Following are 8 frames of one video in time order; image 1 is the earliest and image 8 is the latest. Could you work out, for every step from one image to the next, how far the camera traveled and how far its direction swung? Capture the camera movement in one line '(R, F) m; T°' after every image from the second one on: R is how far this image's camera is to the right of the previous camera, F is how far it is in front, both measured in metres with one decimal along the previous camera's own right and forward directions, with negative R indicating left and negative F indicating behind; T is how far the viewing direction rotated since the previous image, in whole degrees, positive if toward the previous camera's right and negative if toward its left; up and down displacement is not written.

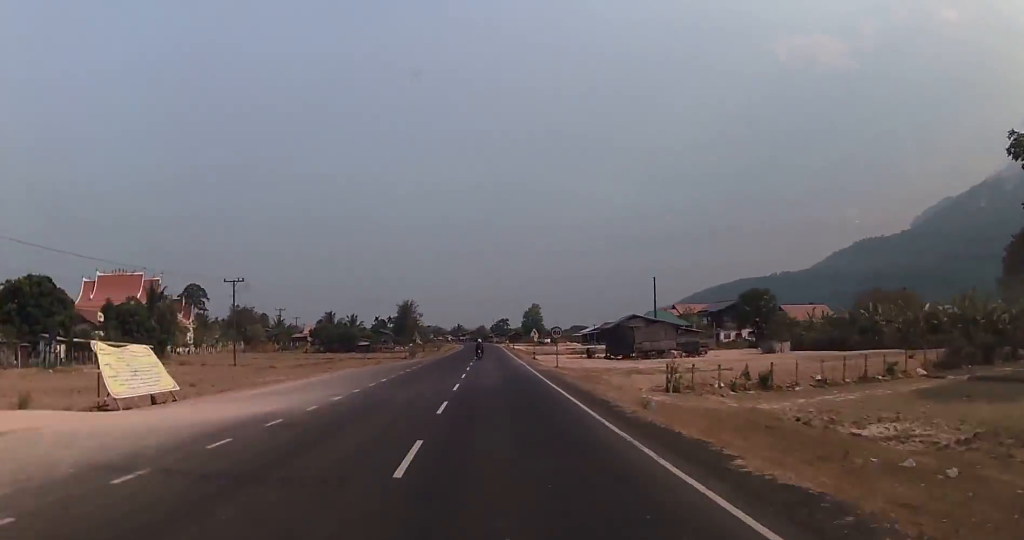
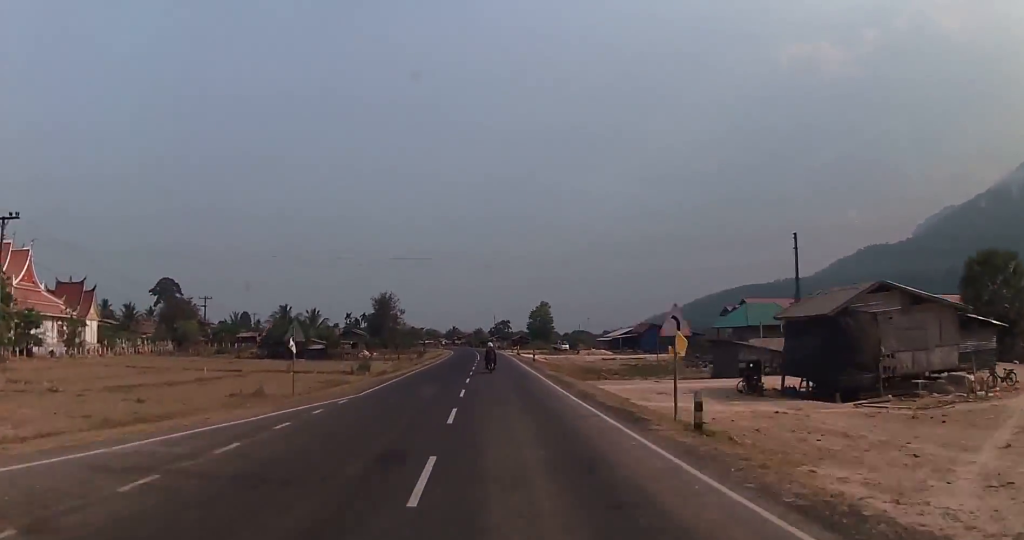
(-0.2, +44.4) m; 0°
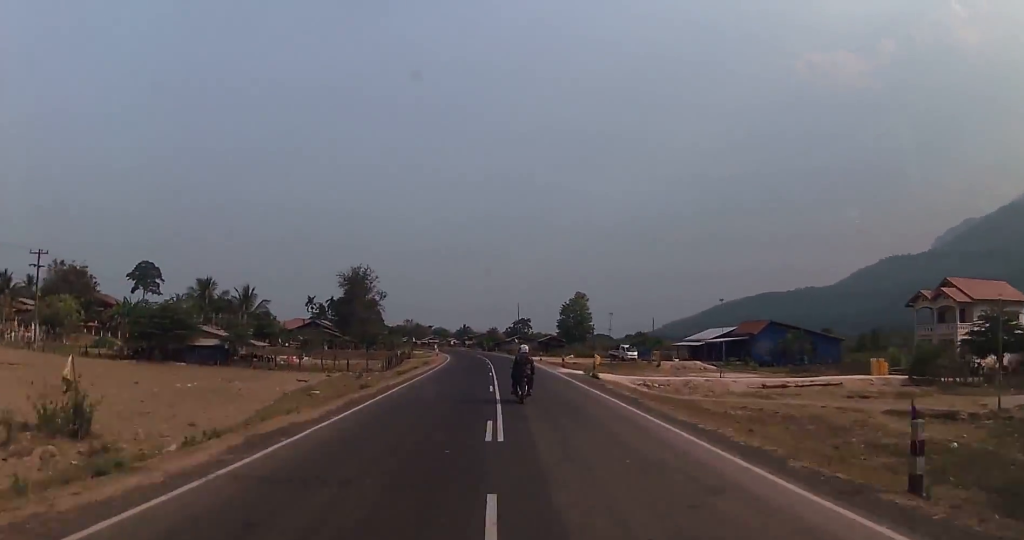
(-0.2, +55.2) m; -1°
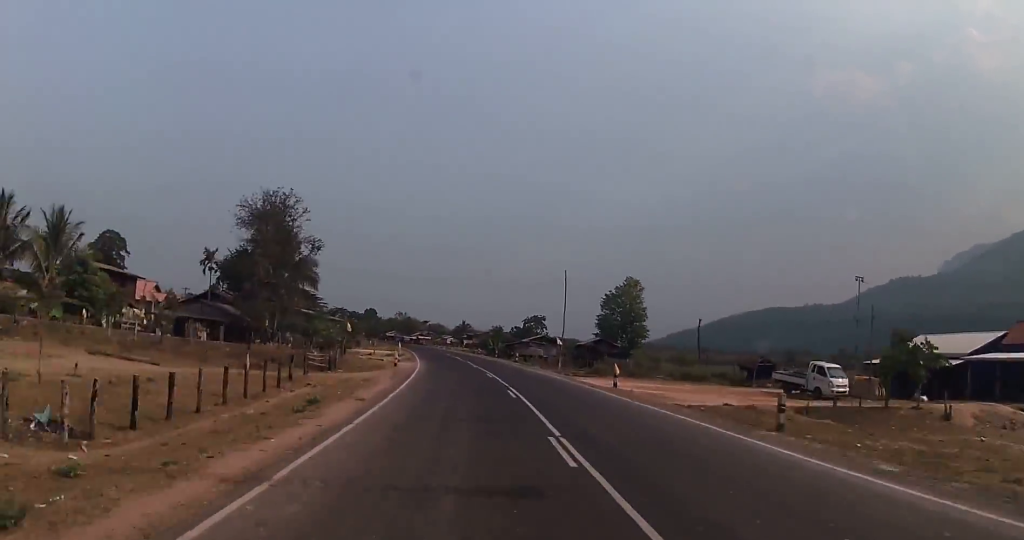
(+0.5, +53.0) m; -2°
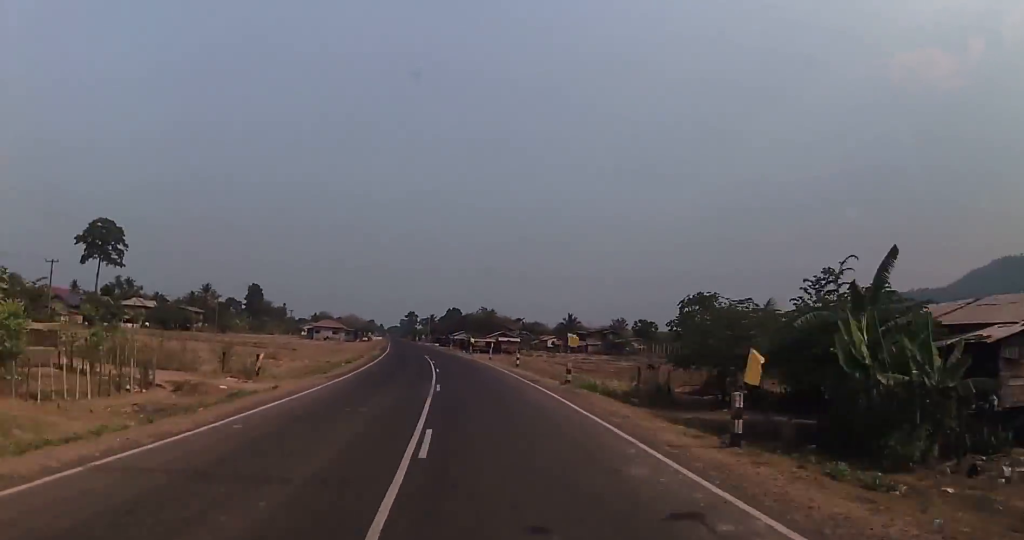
(-4.7, +92.5) m; -7°
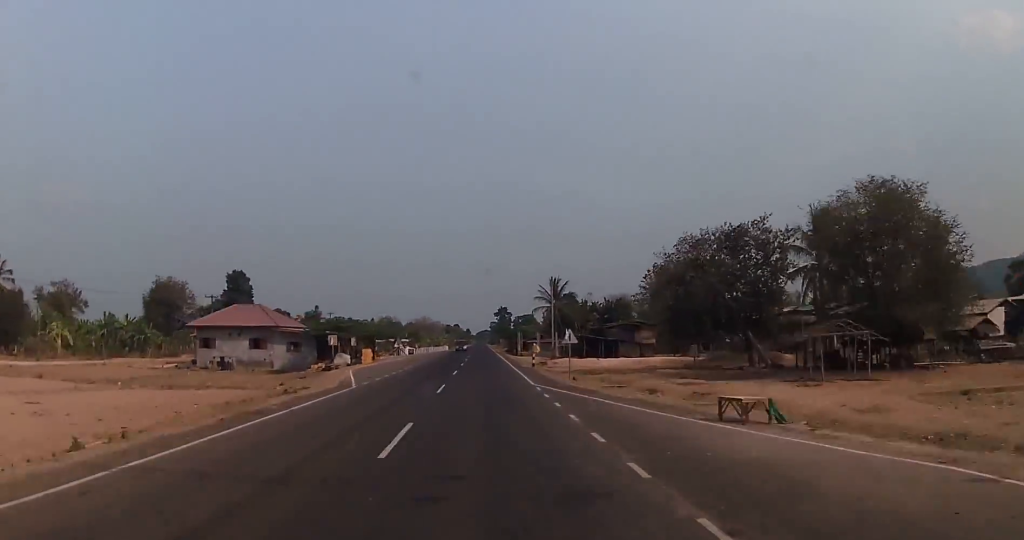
(-13.3, +156.7) m; -6°
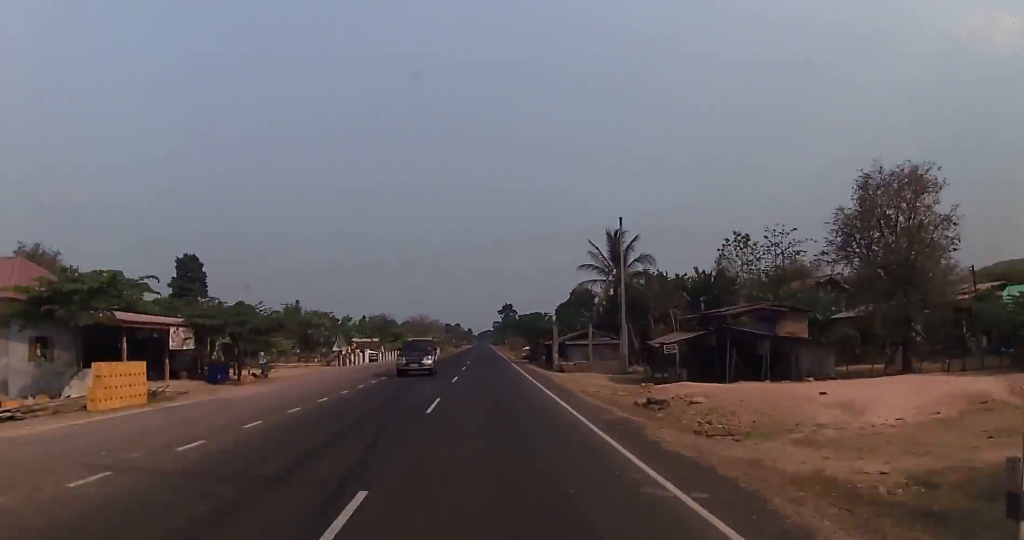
(-0.2, +42.5) m; 0°
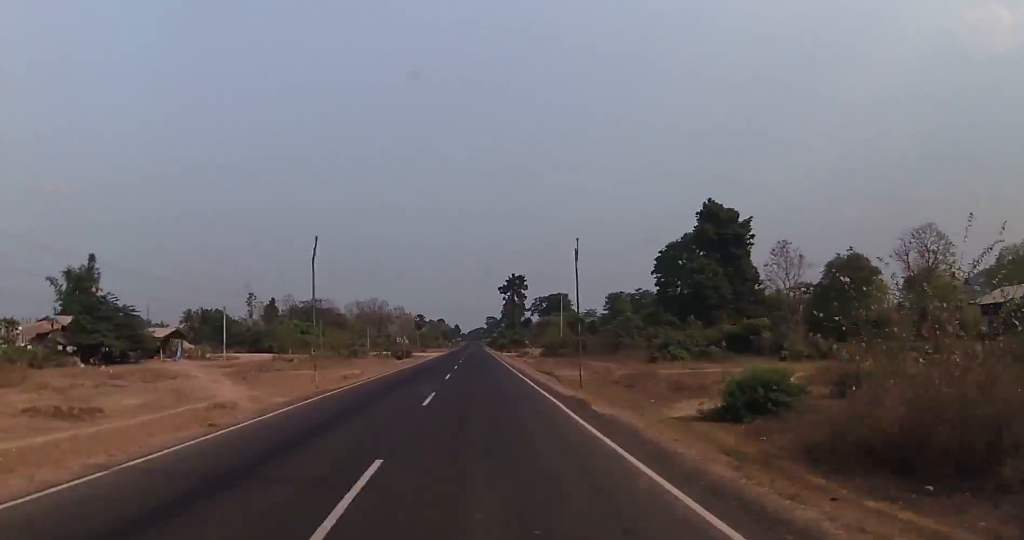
(+0.4, +167.5) m; 0°
